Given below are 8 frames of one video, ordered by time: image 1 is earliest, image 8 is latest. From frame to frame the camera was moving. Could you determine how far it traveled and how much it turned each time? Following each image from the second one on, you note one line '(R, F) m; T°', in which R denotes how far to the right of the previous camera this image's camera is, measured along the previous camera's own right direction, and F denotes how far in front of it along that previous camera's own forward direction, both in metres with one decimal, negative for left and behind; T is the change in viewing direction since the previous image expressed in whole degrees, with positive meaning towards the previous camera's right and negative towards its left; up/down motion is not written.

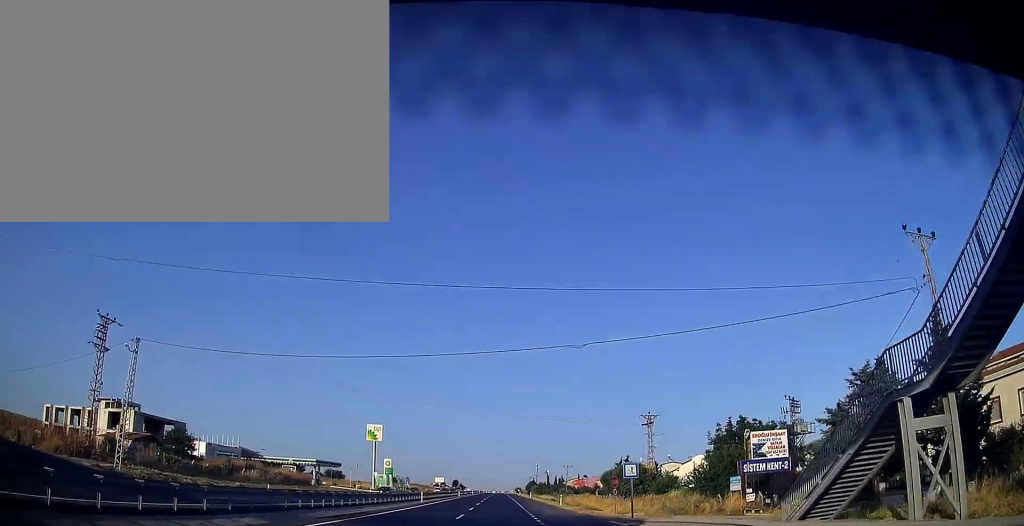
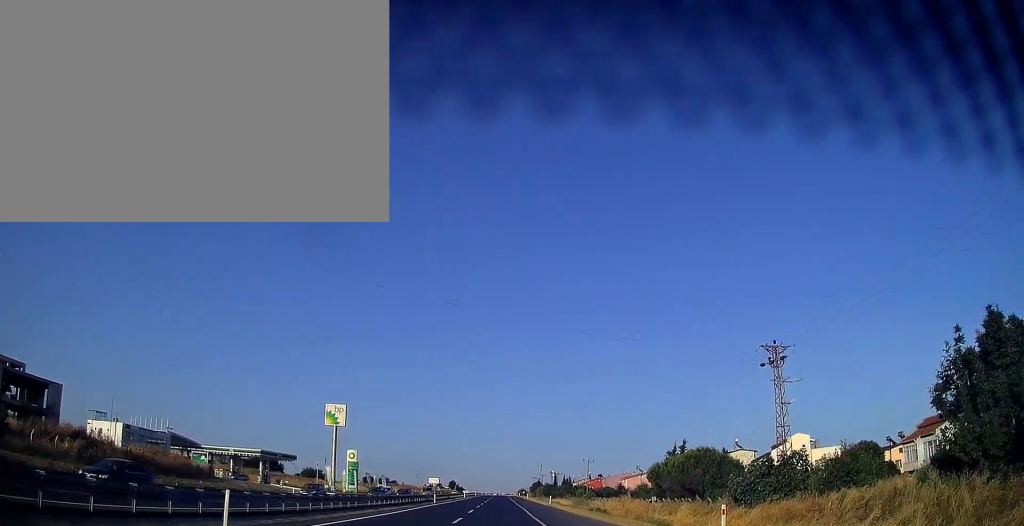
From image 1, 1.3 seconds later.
(-0.4, +37.4) m; 0°
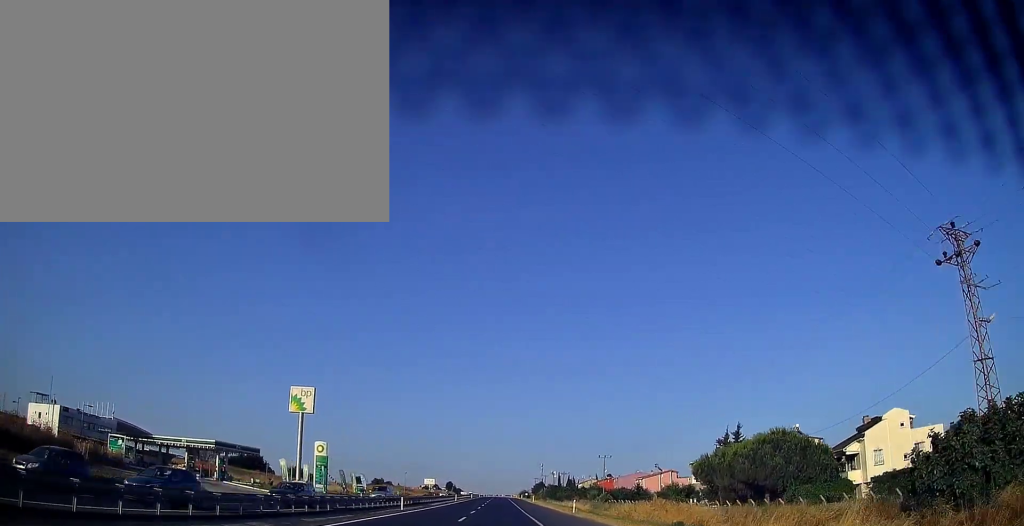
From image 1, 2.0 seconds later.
(+0.2, +21.6) m; +1°
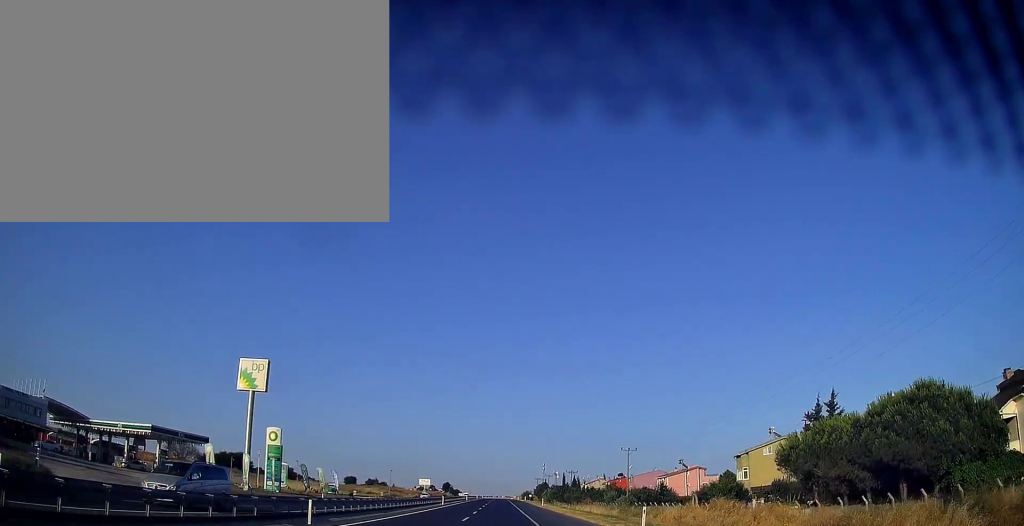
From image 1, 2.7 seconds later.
(+0.1, +20.6) m; 0°
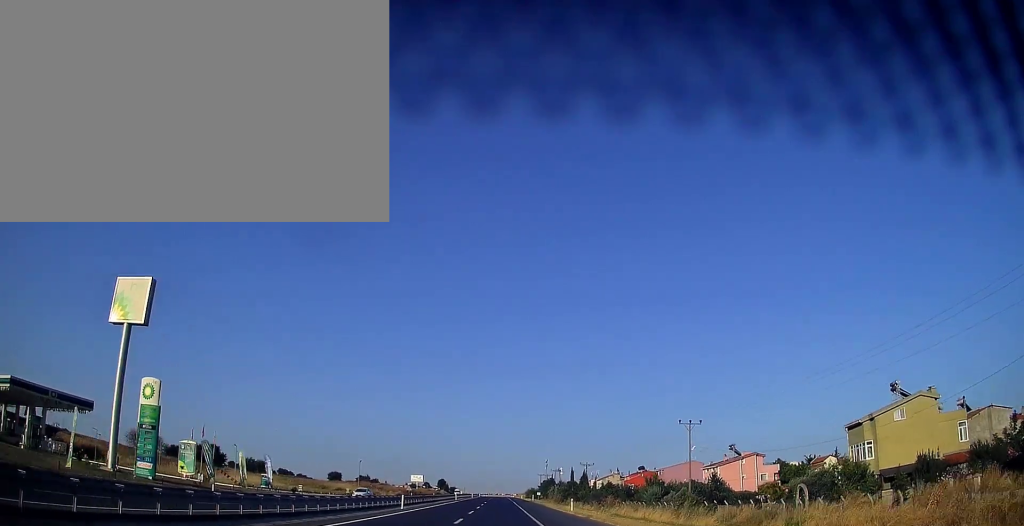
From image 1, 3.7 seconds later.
(0.0, +28.4) m; 0°
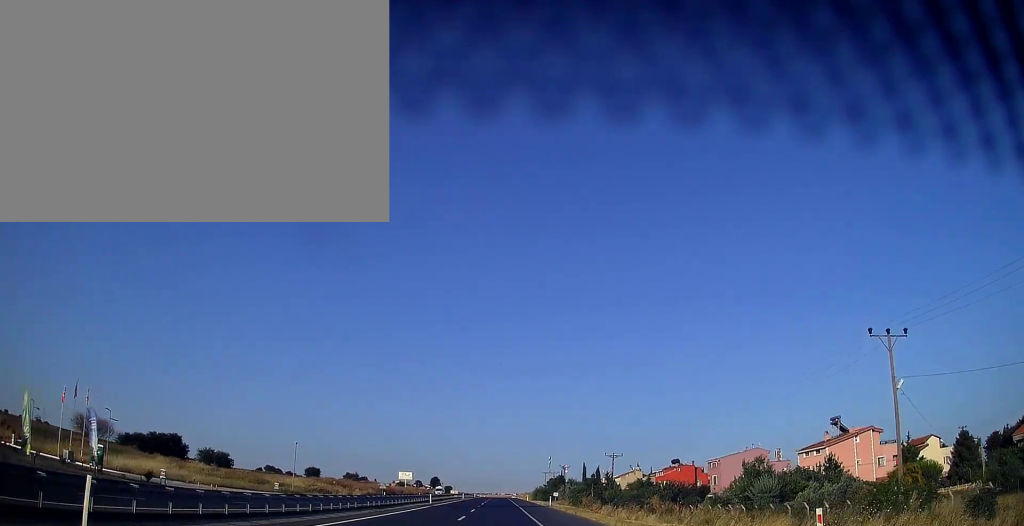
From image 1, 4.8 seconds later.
(0.0, +34.3) m; 0°
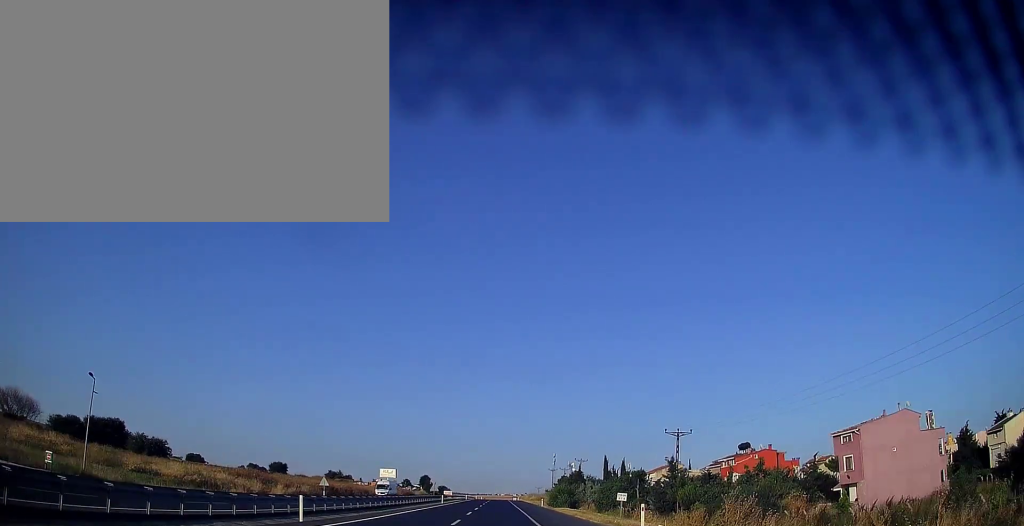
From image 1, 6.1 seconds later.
(0.0, +38.2) m; 0°
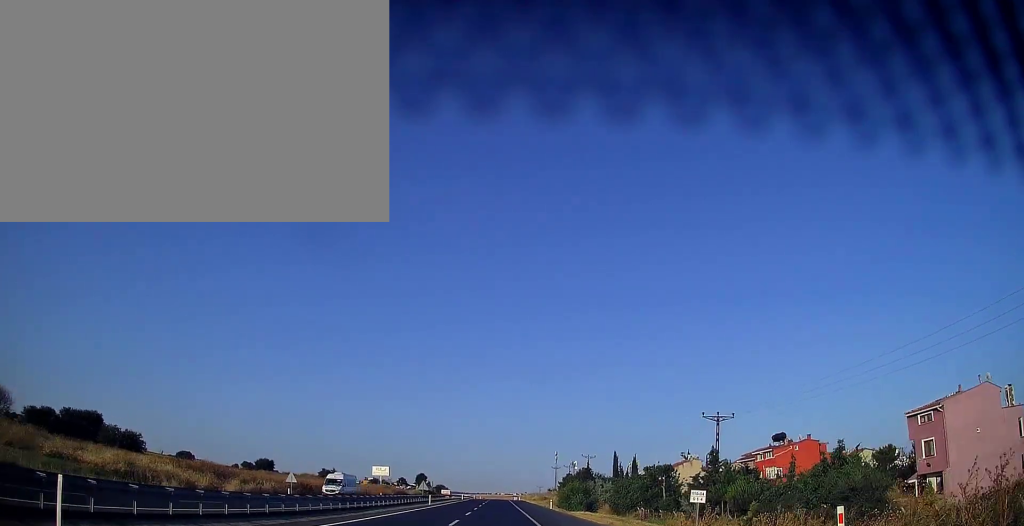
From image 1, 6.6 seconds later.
(0.0, +13.7) m; 0°
